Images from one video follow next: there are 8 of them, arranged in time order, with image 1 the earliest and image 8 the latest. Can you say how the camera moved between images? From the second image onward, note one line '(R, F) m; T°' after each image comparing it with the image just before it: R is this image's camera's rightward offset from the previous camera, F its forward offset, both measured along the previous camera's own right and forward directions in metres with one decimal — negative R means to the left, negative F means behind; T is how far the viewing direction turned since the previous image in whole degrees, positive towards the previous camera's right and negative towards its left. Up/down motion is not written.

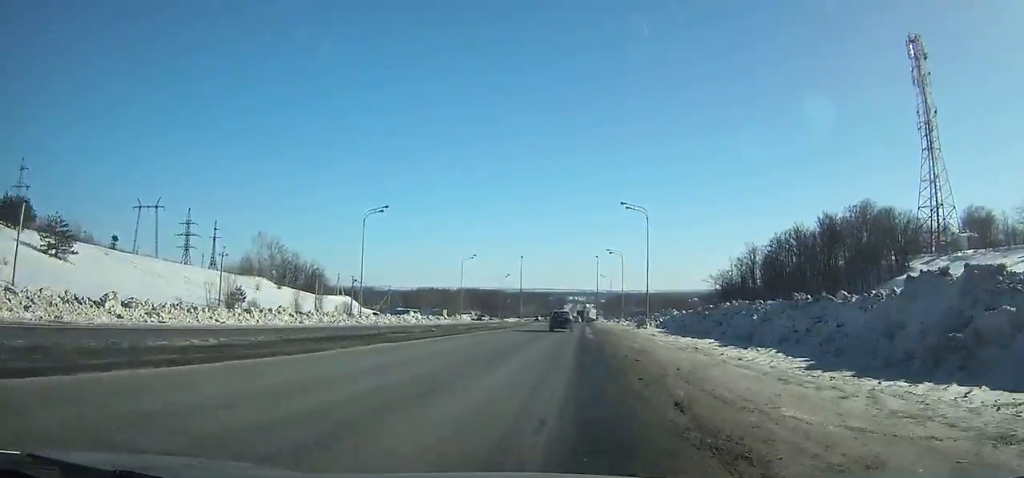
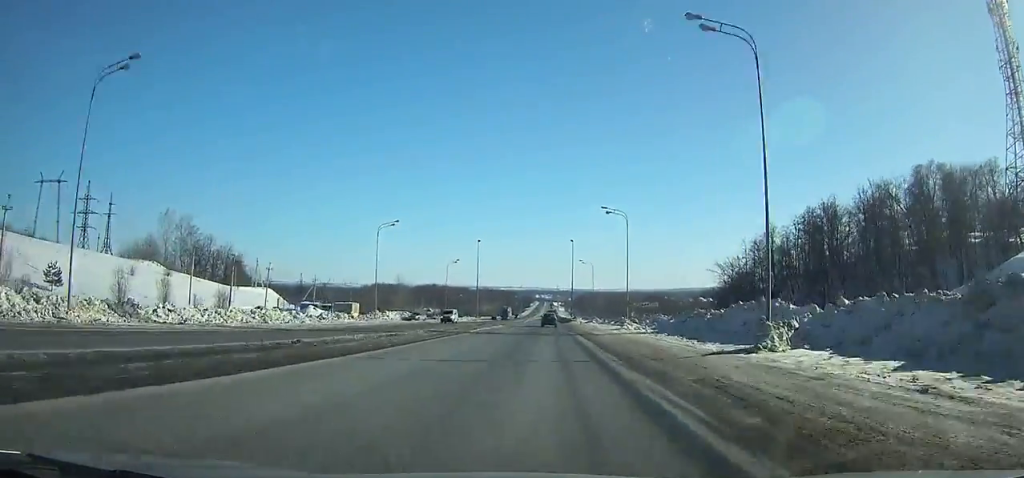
(+1.3, +35.9) m; +4°
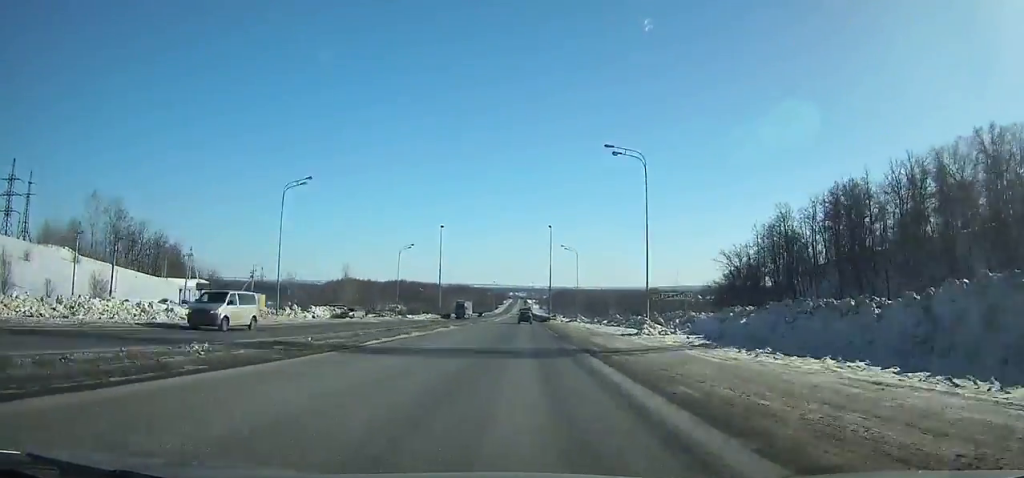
(+0.2, +20.3) m; +1°
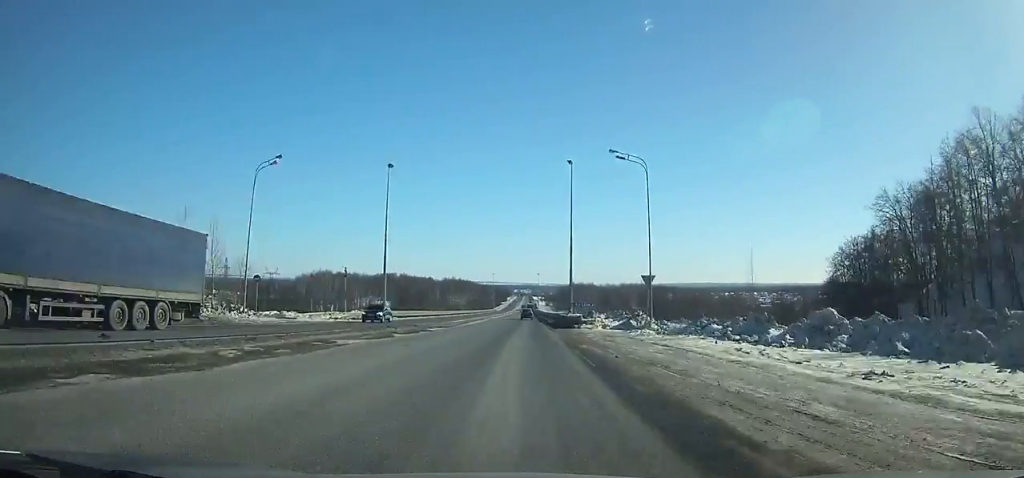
(+0.9, +52.5) m; +1°
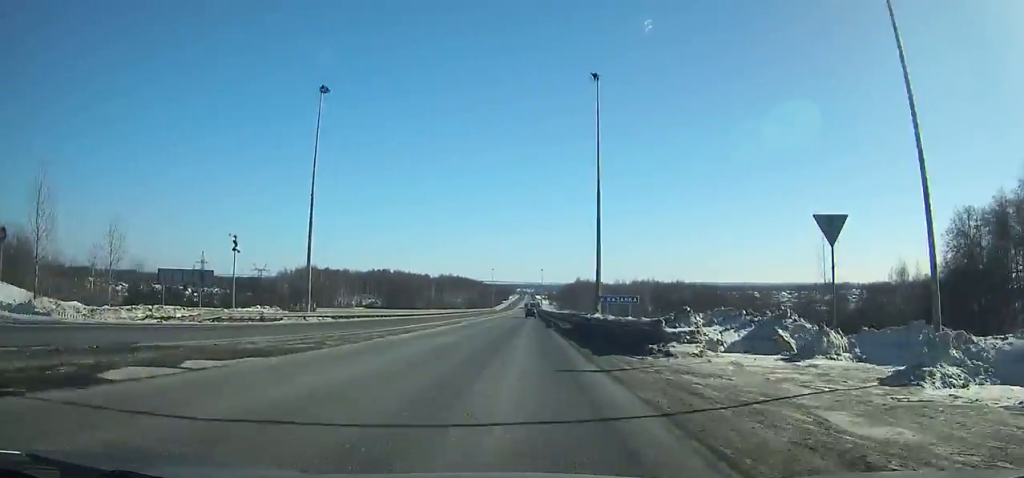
(-0.1, +27.8) m; 0°
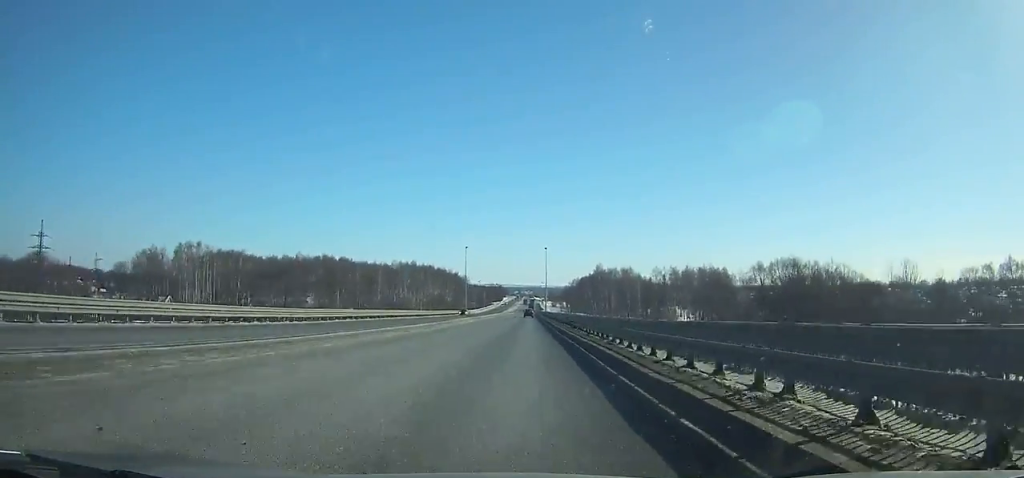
(-0.6, +114.4) m; 0°
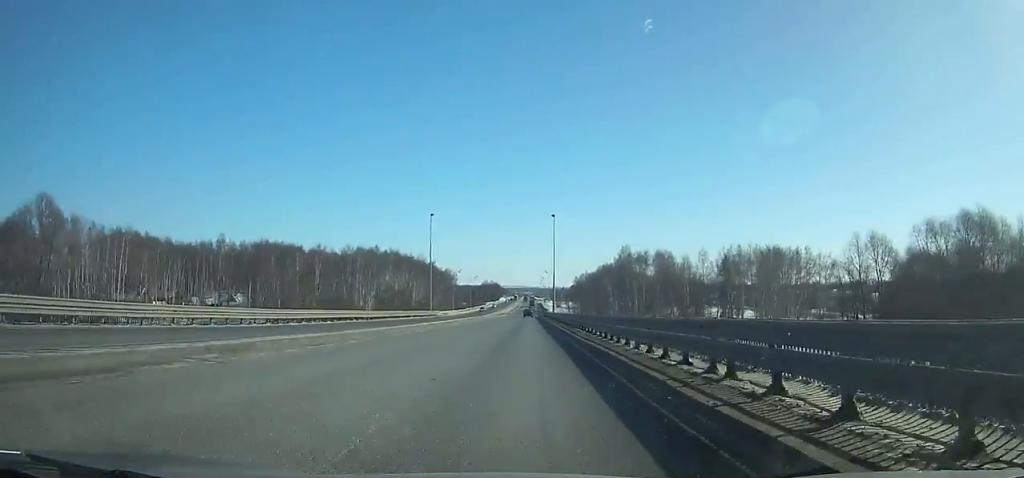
(+0.1, +66.0) m; 0°
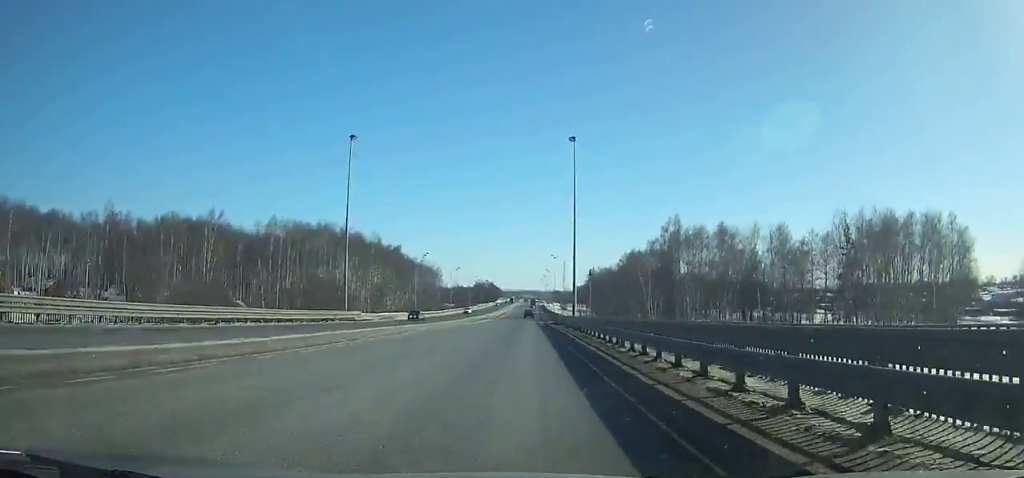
(-0.1, +56.0) m; 0°
